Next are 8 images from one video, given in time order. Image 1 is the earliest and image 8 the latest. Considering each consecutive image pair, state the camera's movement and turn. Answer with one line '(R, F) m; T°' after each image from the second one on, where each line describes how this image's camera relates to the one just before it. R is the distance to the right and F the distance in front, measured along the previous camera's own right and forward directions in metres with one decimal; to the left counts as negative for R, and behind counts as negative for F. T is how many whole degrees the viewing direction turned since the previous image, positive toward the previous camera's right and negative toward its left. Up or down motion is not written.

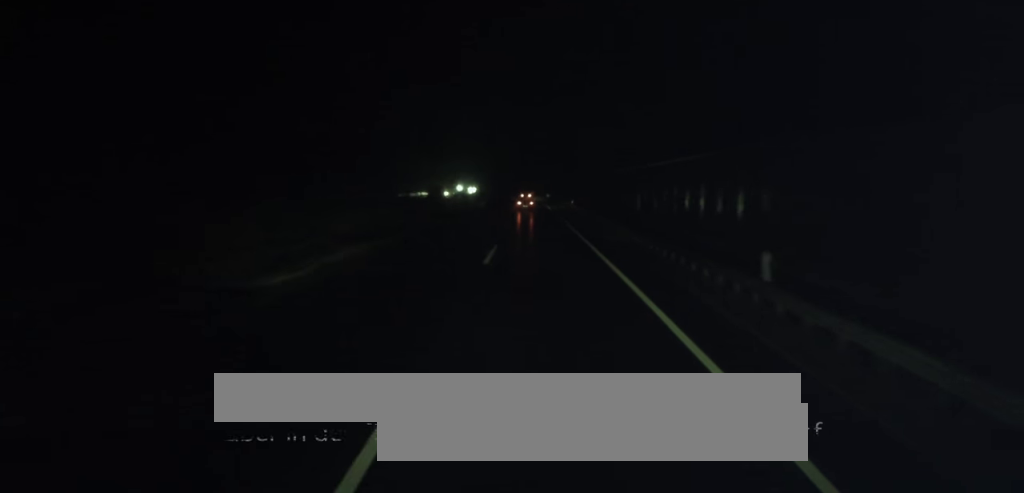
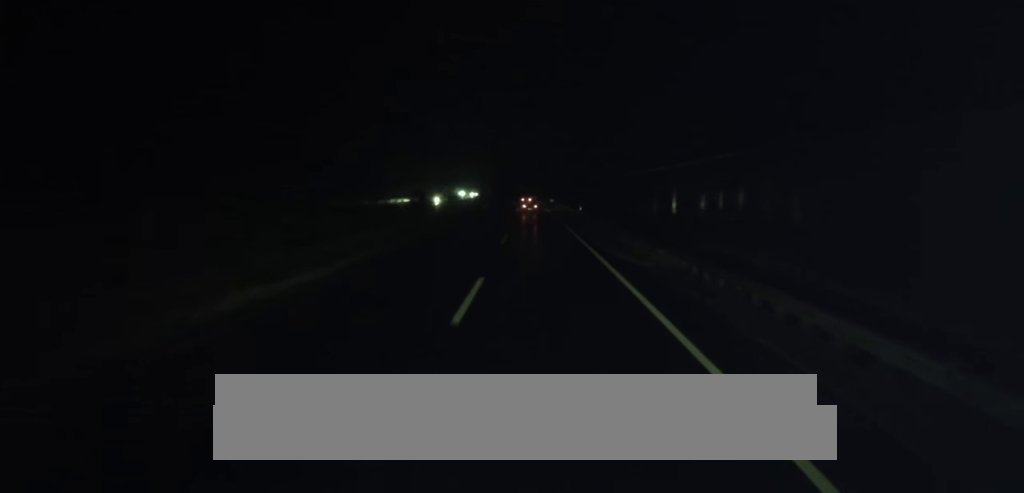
(+0.3, +7.4) m; +2°
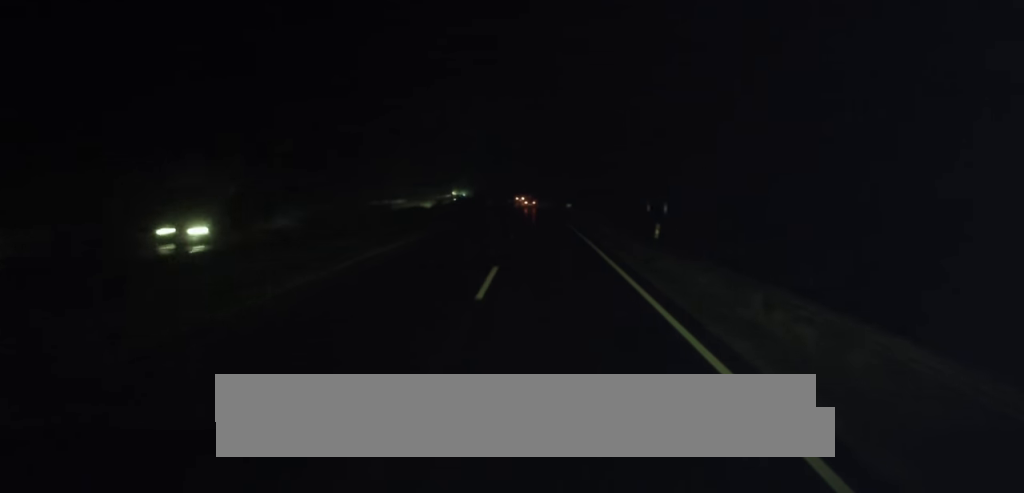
(+0.9, +32.1) m; +1°
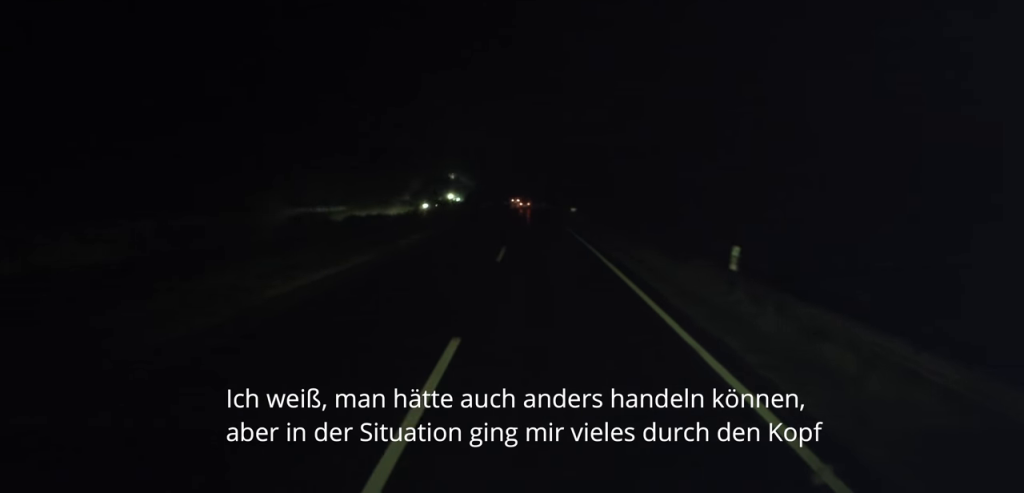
(0.0, +9.6) m; -1°
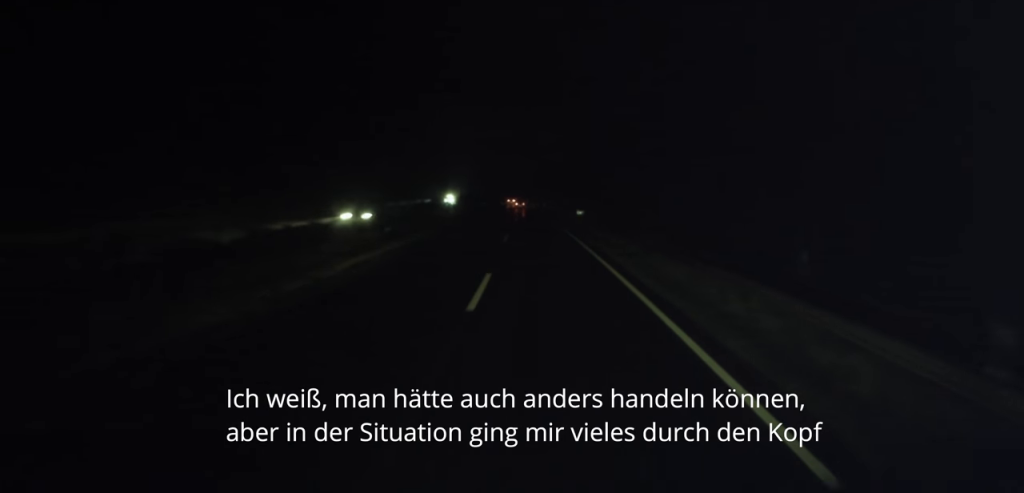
(0.0, +9.2) m; 0°
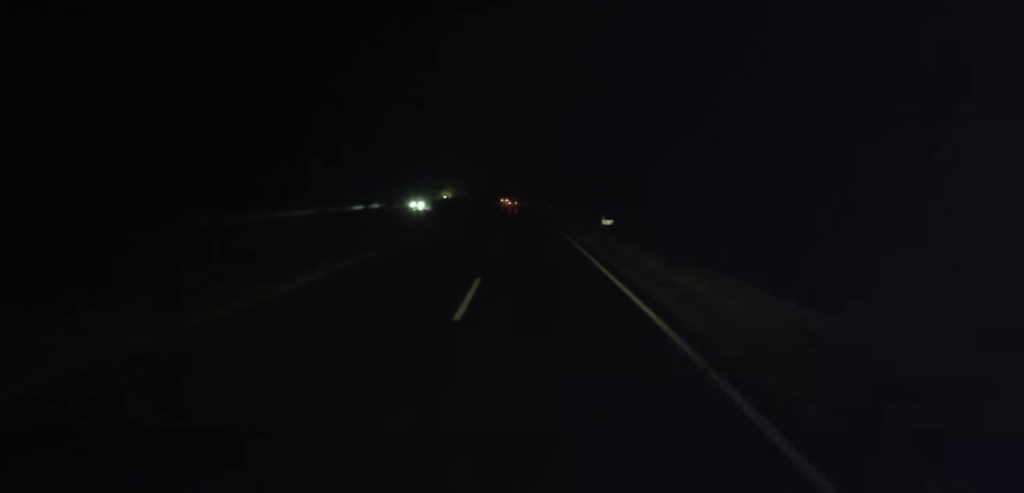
(0.0, +19.0) m; +1°
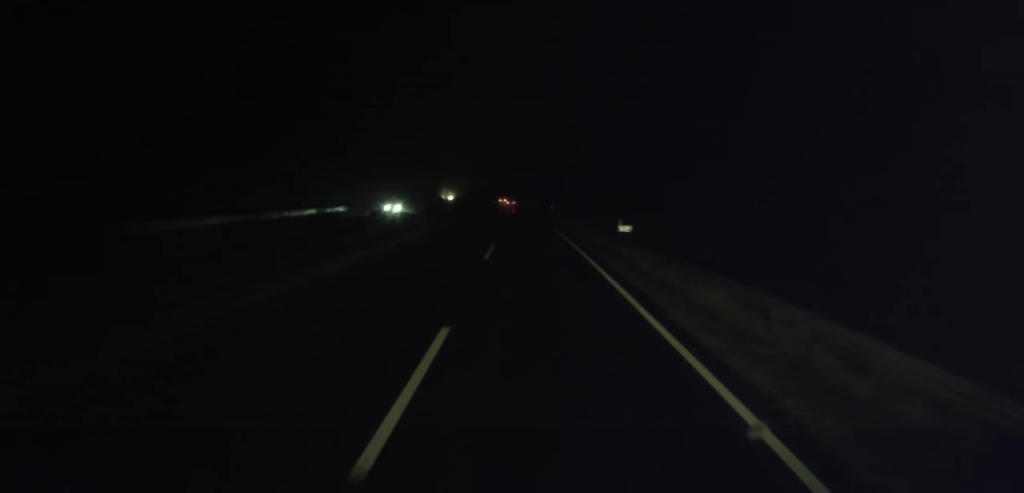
(+0.2, +6.7) m; 0°
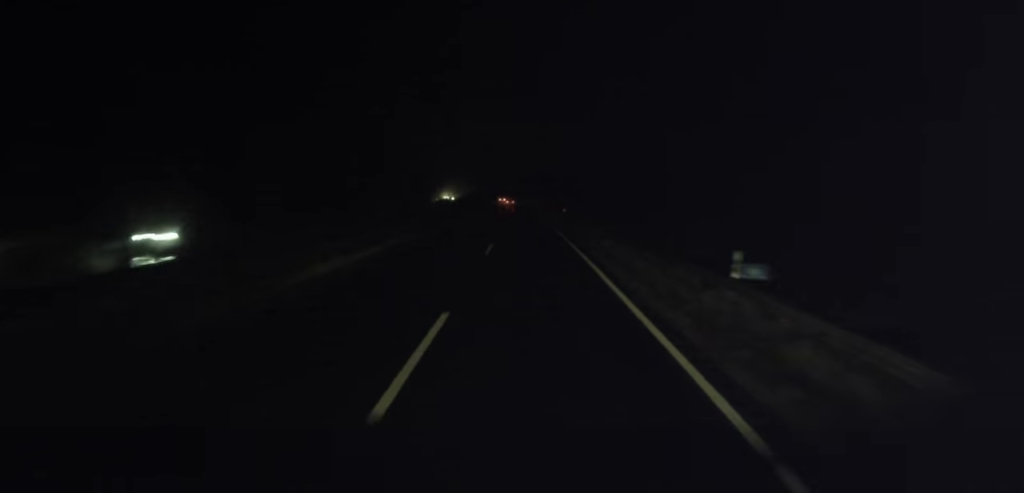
(-0.2, +16.7) m; -1°
